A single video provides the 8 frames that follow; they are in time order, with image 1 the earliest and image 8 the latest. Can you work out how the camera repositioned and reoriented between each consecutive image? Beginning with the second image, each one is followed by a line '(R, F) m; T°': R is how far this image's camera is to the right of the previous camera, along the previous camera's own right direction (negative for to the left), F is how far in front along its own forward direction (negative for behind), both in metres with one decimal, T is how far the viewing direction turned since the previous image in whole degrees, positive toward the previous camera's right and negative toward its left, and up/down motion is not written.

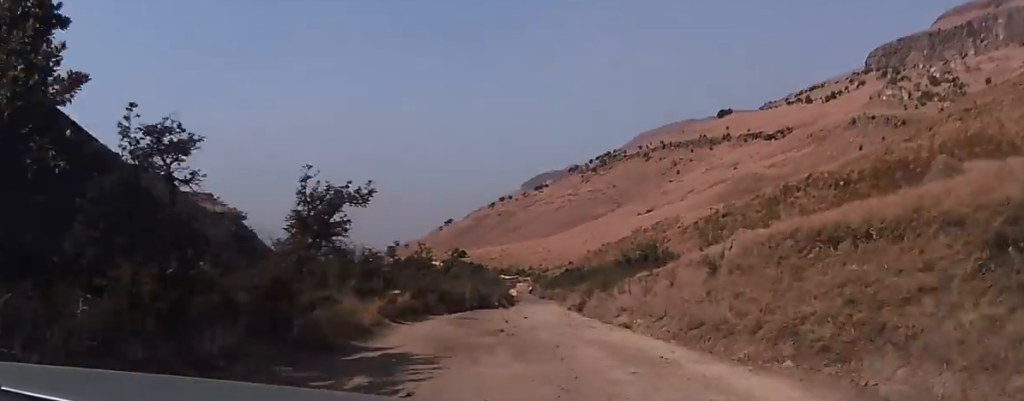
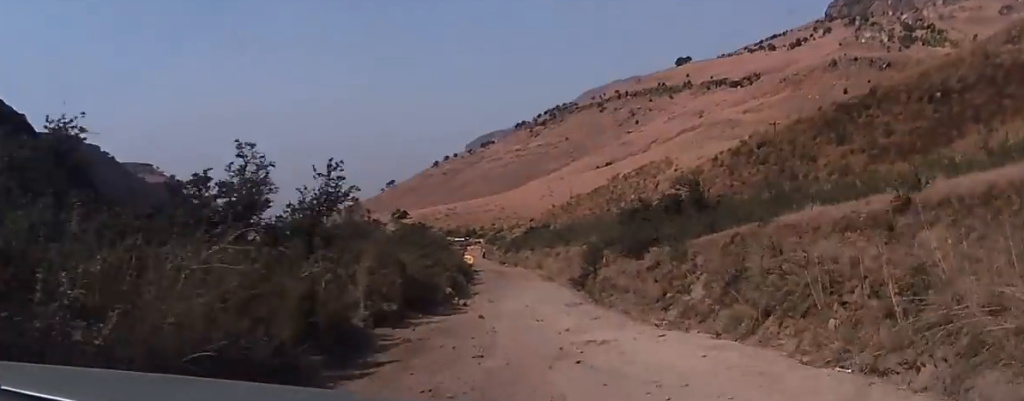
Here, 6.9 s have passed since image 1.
(+1.1, +32.9) m; +4°
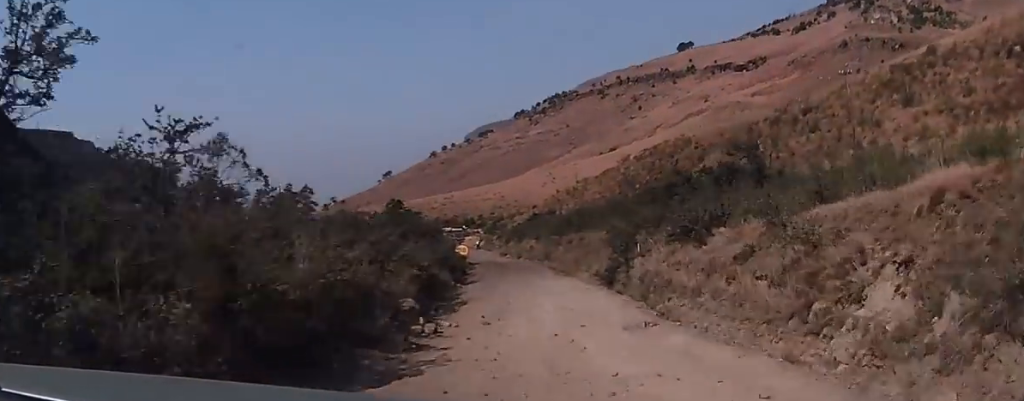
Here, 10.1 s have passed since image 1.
(+0.9, +14.9) m; +1°
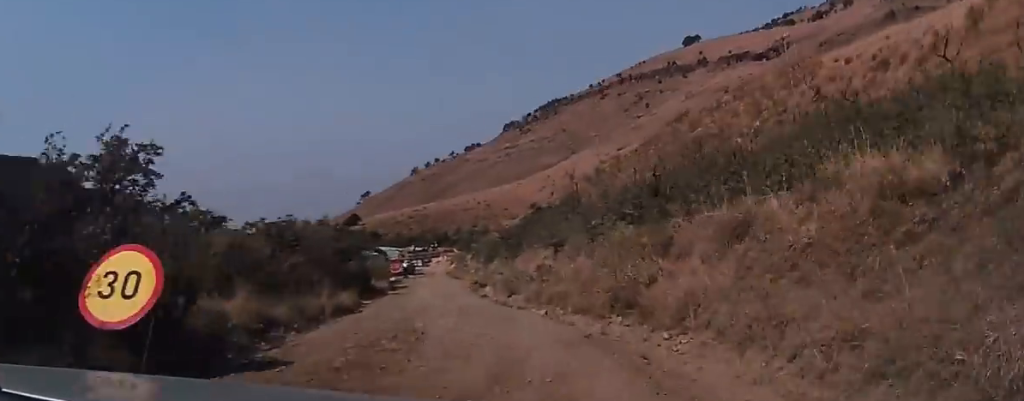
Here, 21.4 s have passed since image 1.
(-0.3, +53.9) m; -3°
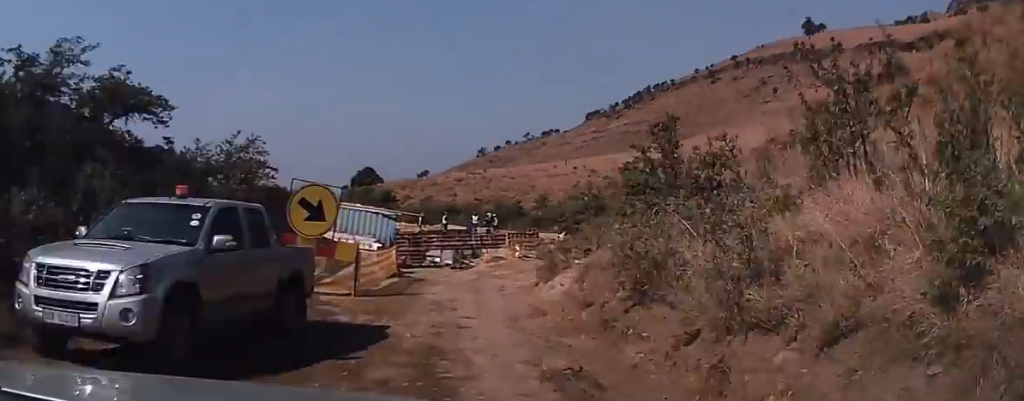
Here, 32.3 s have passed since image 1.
(-1.0, +51.7) m; 0°
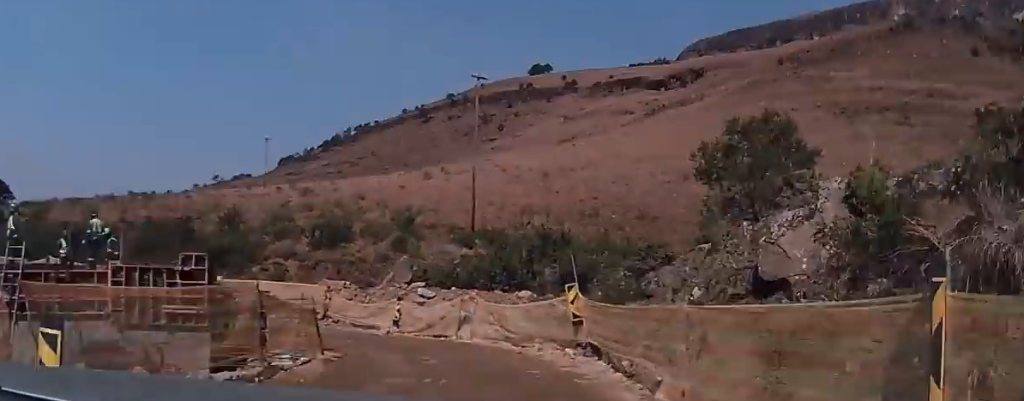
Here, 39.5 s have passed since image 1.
(+0.4, +30.3) m; -6°
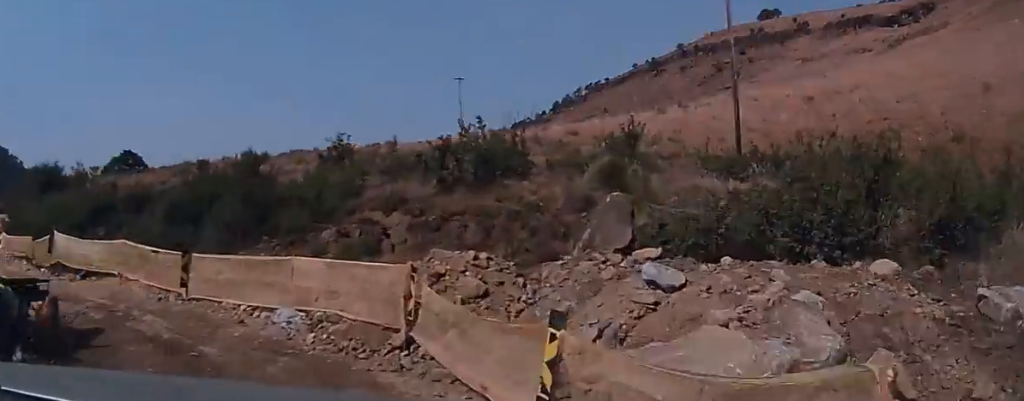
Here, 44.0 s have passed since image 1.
(+2.3, +17.4) m; -14°
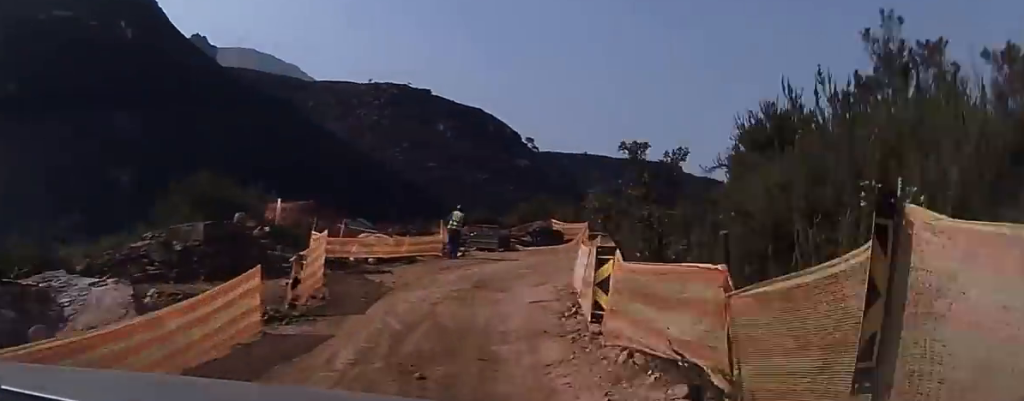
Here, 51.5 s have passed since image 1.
(-9.9, +25.5) m; -13°
